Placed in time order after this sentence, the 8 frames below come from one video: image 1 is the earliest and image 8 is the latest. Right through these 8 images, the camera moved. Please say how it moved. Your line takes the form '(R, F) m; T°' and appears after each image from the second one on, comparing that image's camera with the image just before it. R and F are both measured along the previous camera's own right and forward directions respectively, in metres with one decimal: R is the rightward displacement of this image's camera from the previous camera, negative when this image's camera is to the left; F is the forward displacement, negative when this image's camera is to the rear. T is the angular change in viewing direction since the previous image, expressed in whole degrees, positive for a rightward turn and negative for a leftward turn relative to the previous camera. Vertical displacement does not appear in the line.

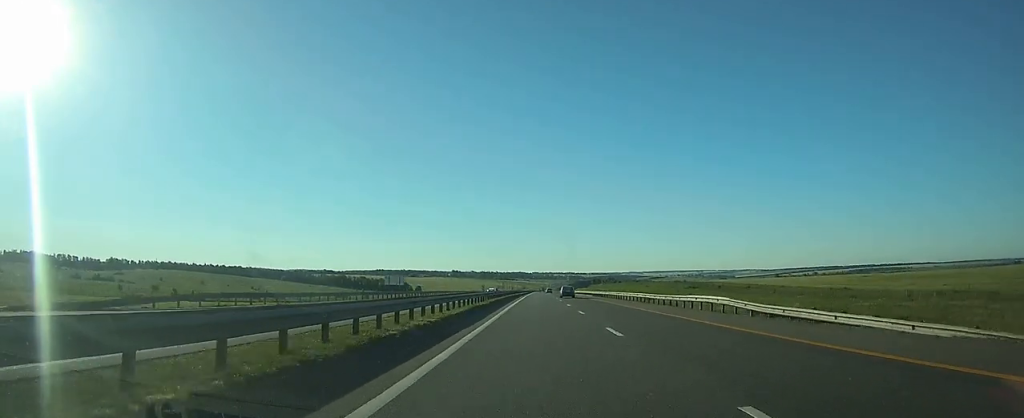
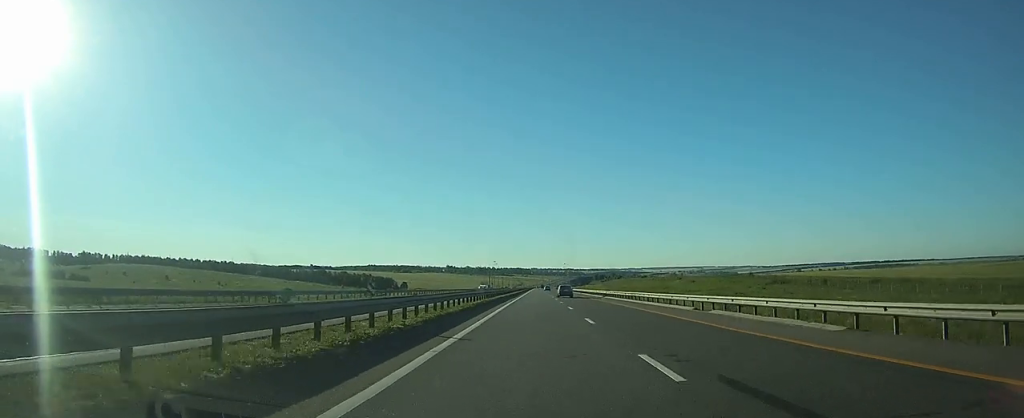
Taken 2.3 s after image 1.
(+0.1, +78.8) m; 0°
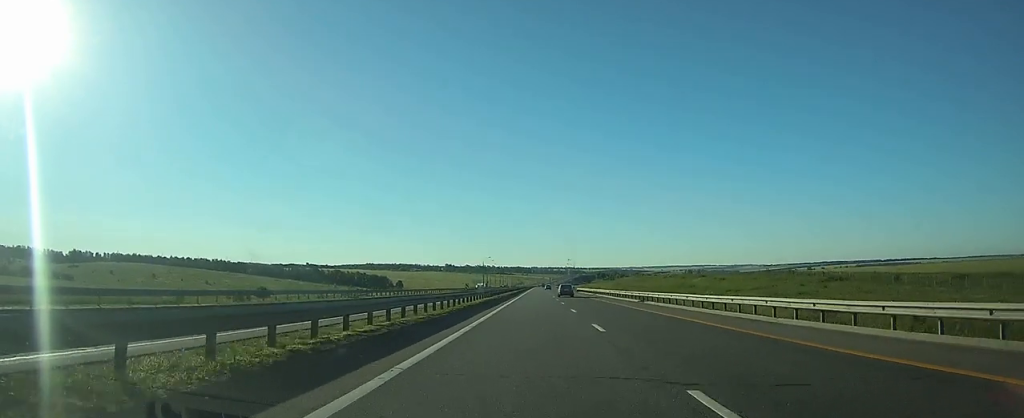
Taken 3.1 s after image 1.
(0.0, +27.7) m; 0°
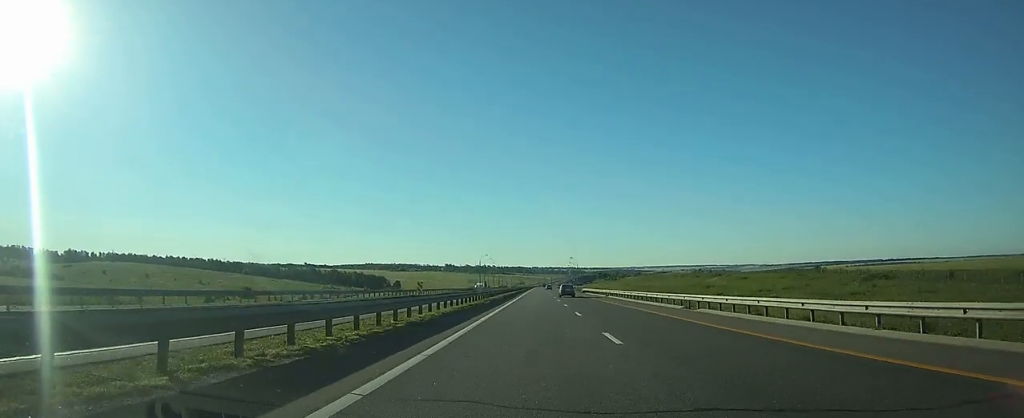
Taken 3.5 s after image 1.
(0.0, +15.1) m; 0°
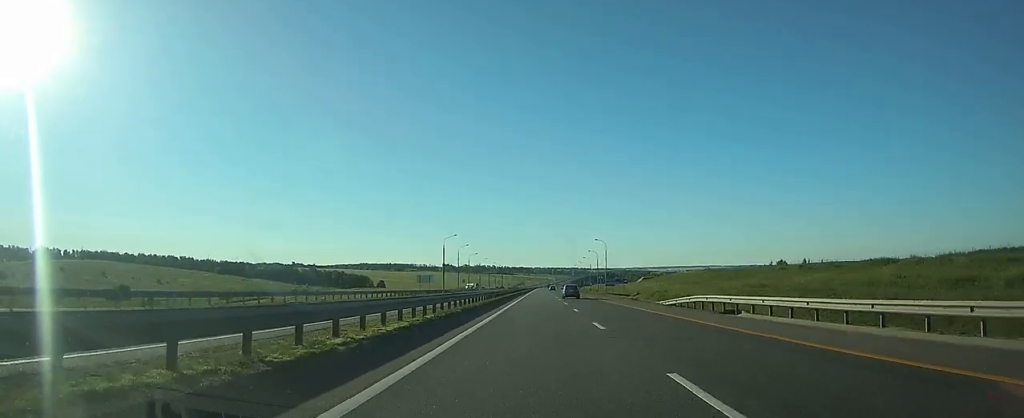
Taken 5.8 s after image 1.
(-0.3, +79.1) m; -1°
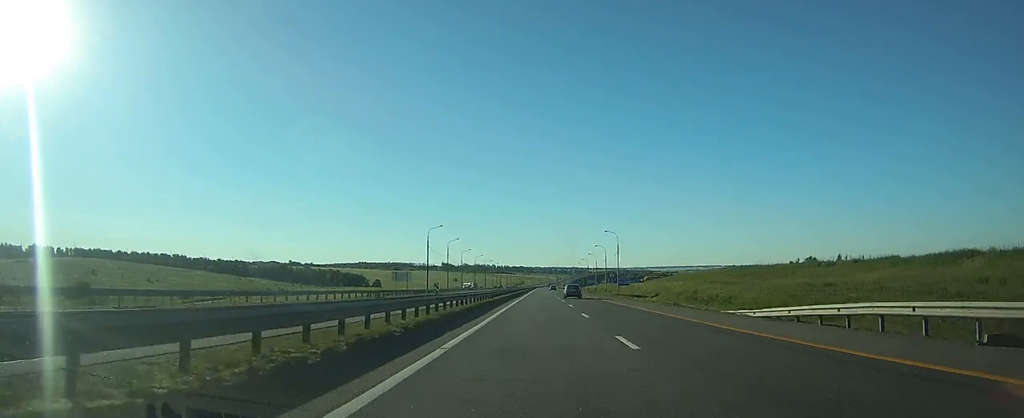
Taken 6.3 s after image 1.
(-0.1, +17.5) m; 0°
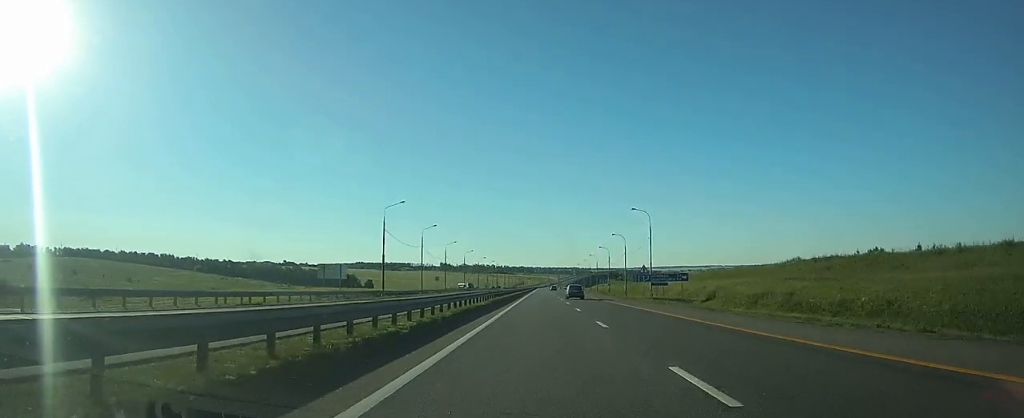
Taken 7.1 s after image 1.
(-0.1, +29.3) m; 0°
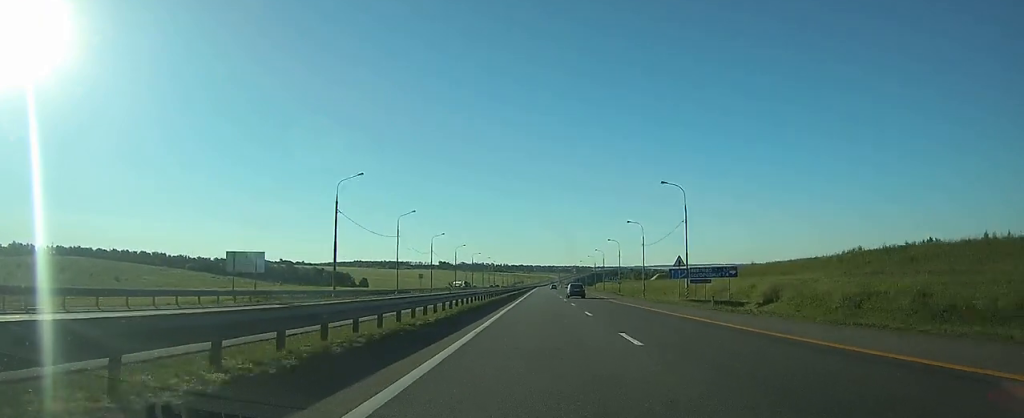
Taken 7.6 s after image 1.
(0.0, +17.6) m; 0°
